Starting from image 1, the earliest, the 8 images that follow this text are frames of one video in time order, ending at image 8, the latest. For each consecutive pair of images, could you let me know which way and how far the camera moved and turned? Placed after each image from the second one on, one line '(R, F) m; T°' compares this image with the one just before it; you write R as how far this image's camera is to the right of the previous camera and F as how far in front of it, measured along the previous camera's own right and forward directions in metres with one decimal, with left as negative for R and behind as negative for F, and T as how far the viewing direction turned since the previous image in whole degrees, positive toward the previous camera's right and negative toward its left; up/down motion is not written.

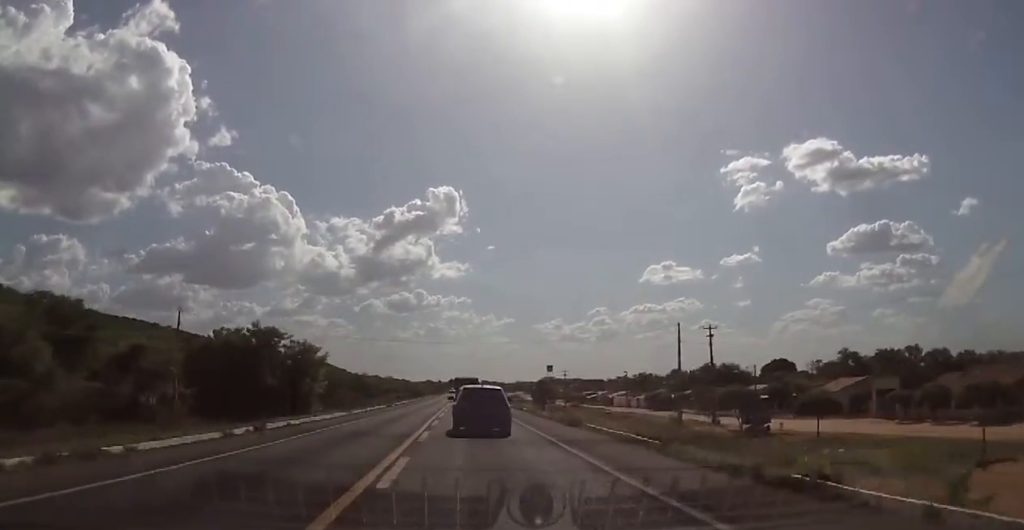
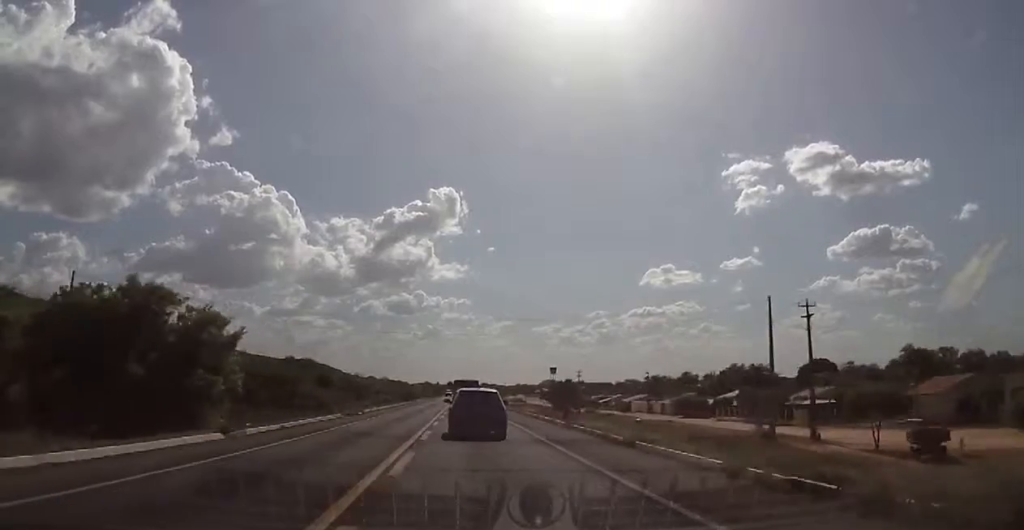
(-0.2, +21.8) m; 0°
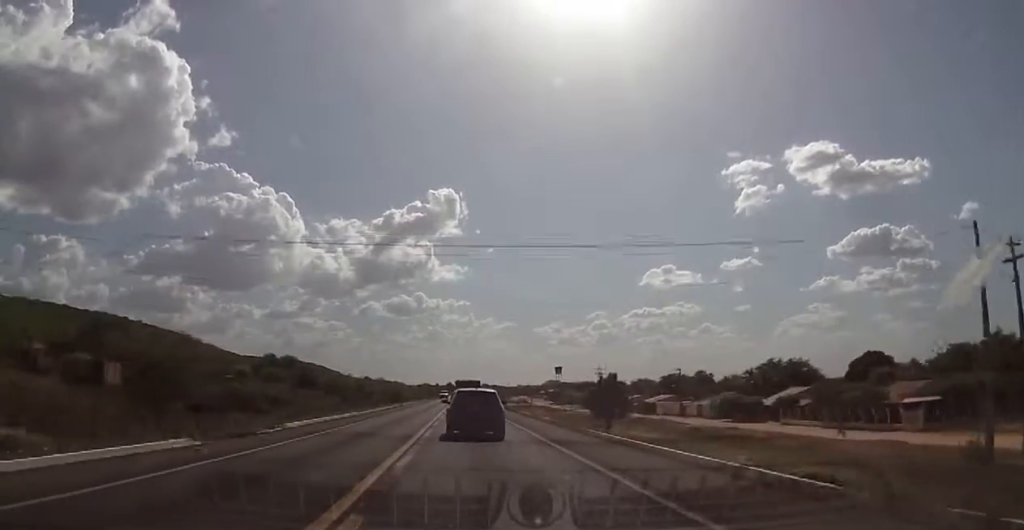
(+0.2, +22.8) m; 0°
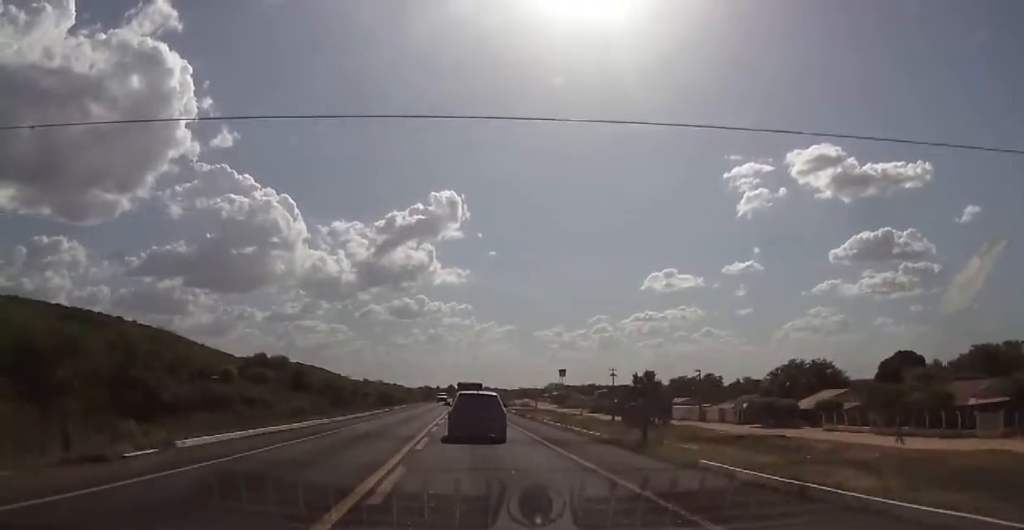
(0.0, +10.7) m; 0°
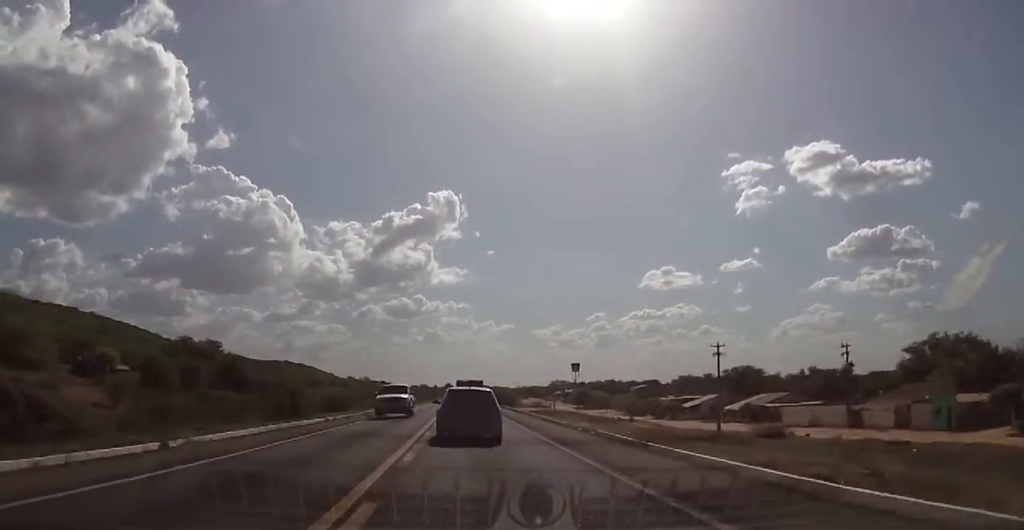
(0.0, +50.6) m; 0°
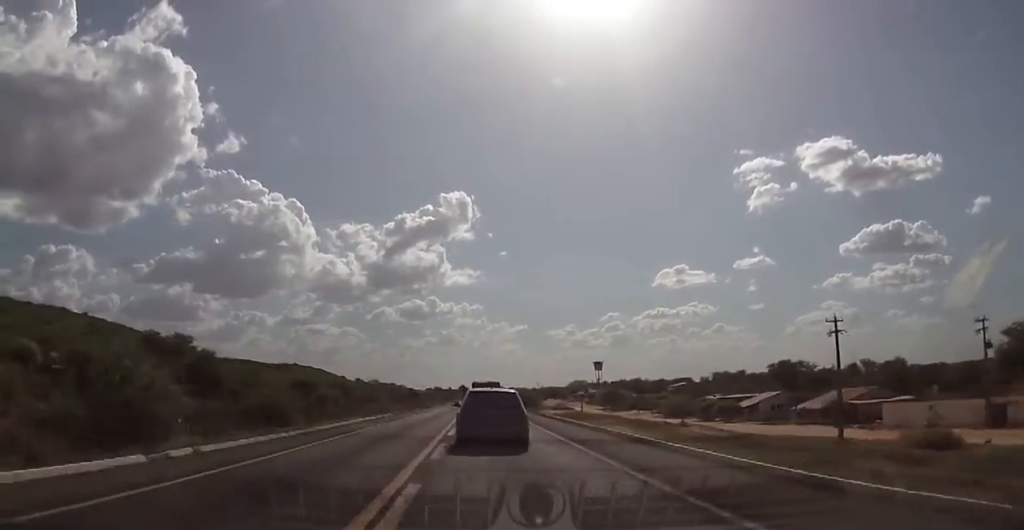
(+0.1, +21.5) m; 0°
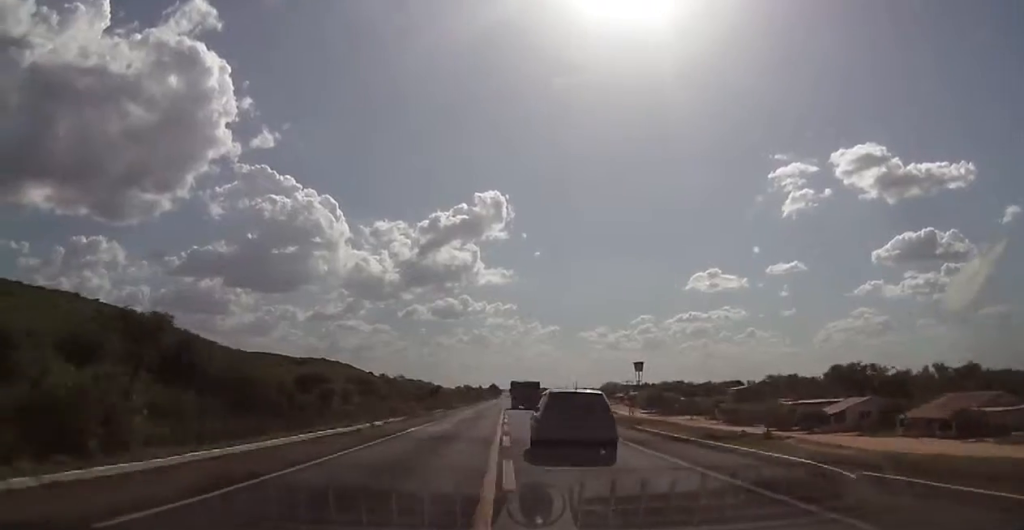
(0.0, +19.5) m; -1°
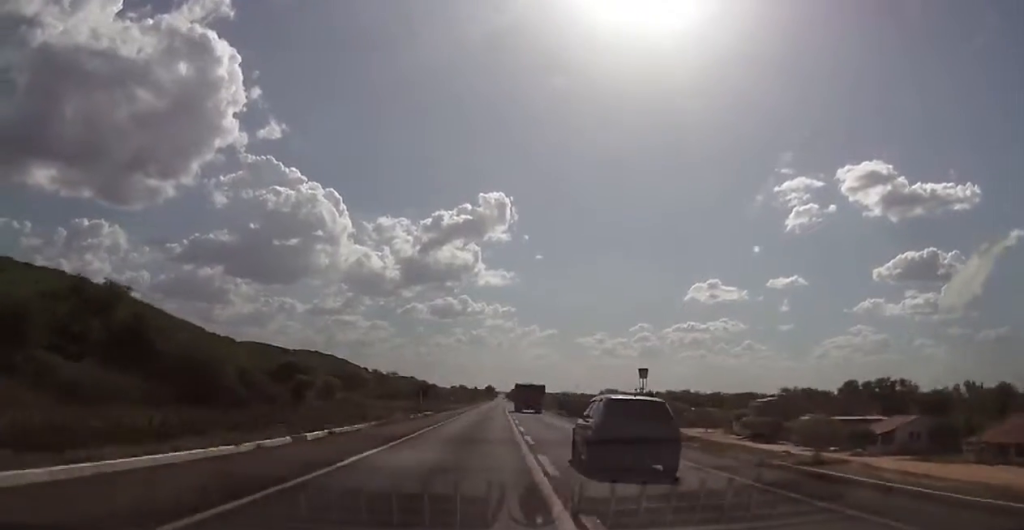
(-0.2, +13.2) m; -1°
